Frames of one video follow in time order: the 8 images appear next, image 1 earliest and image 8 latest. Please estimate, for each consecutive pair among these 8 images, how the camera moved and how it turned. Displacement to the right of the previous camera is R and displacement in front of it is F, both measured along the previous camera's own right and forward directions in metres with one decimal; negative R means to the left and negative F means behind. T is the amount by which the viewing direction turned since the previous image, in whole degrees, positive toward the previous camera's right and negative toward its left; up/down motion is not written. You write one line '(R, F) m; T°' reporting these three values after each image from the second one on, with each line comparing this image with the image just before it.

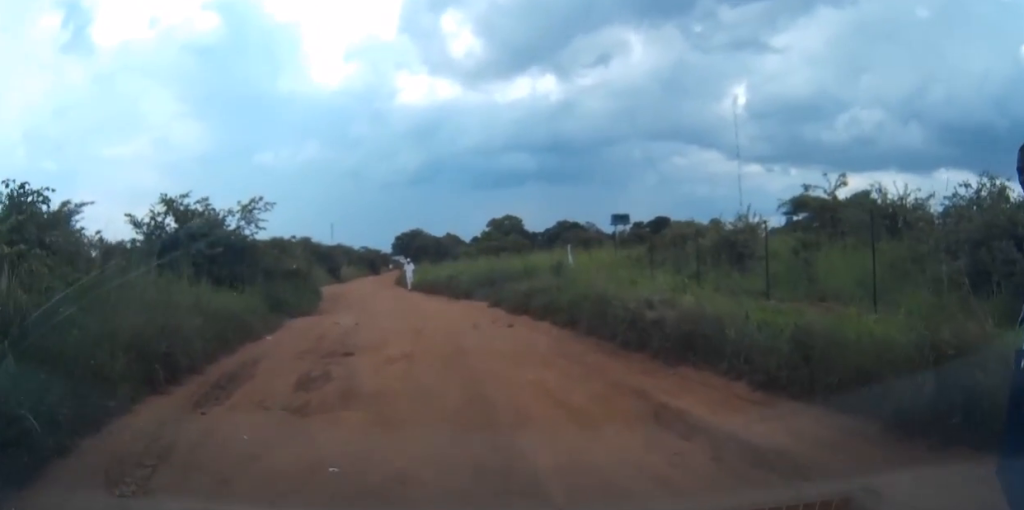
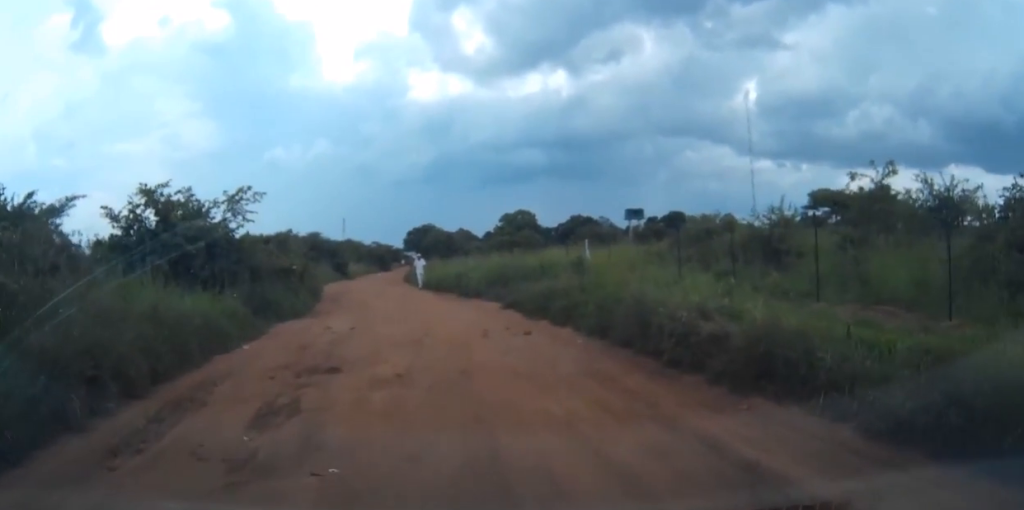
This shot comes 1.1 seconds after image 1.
(0.0, +2.2) m; -1°
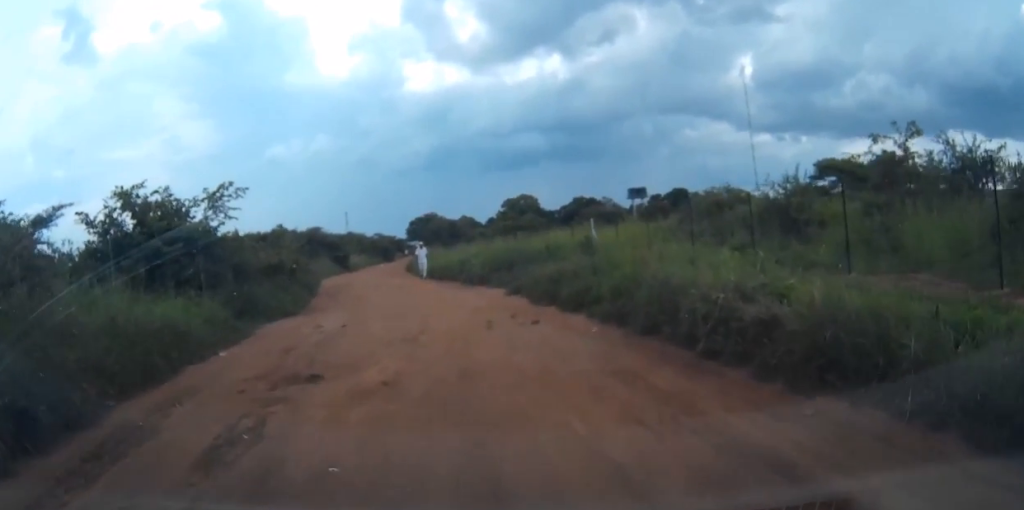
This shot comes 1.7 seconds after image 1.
(0.0, +1.5) m; -1°
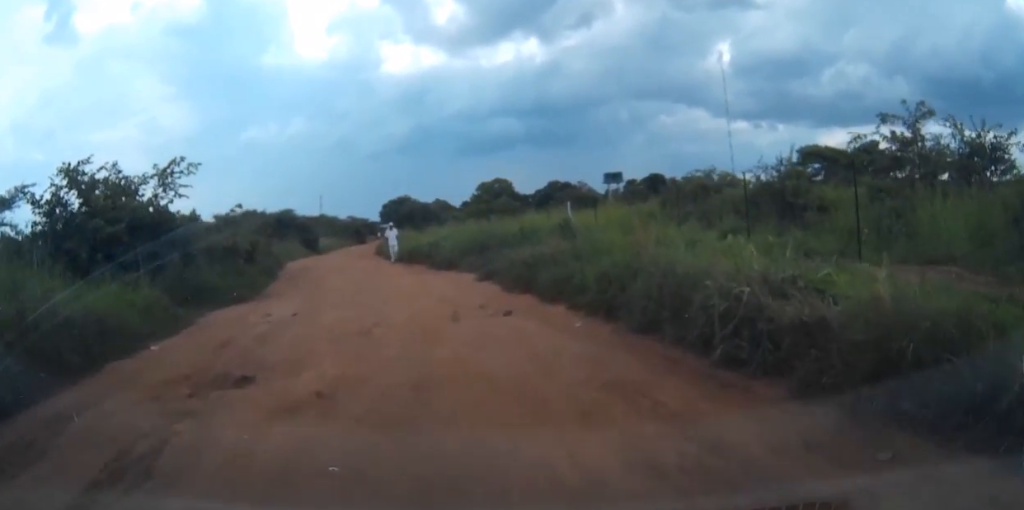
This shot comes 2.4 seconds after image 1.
(0.0, +1.6) m; +1°
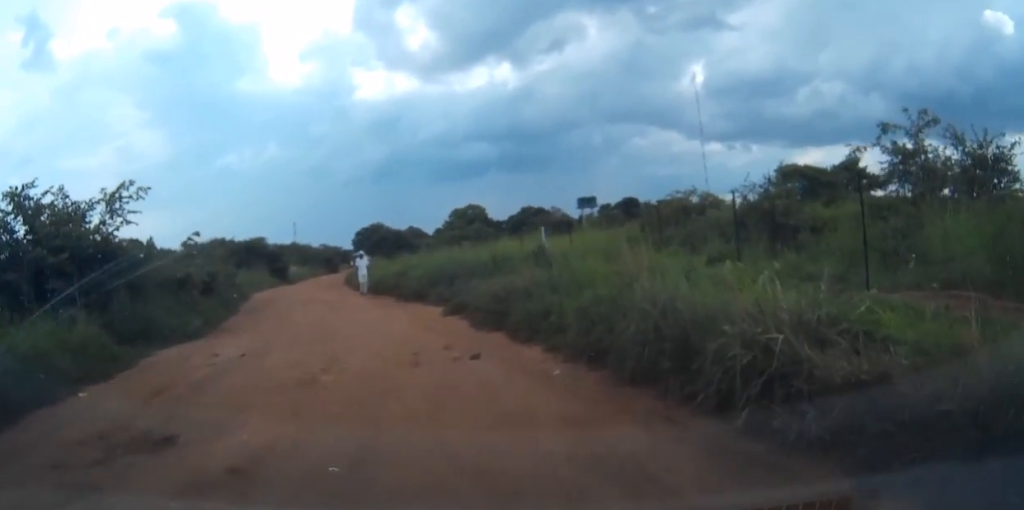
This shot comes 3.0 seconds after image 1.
(0.0, +1.3) m; +1°
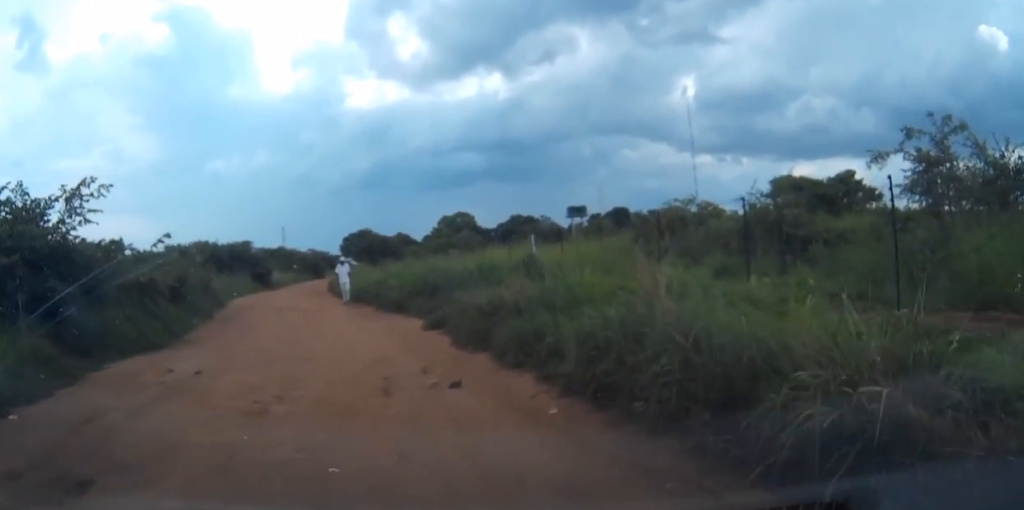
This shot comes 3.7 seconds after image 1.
(0.0, +1.4) m; +1°
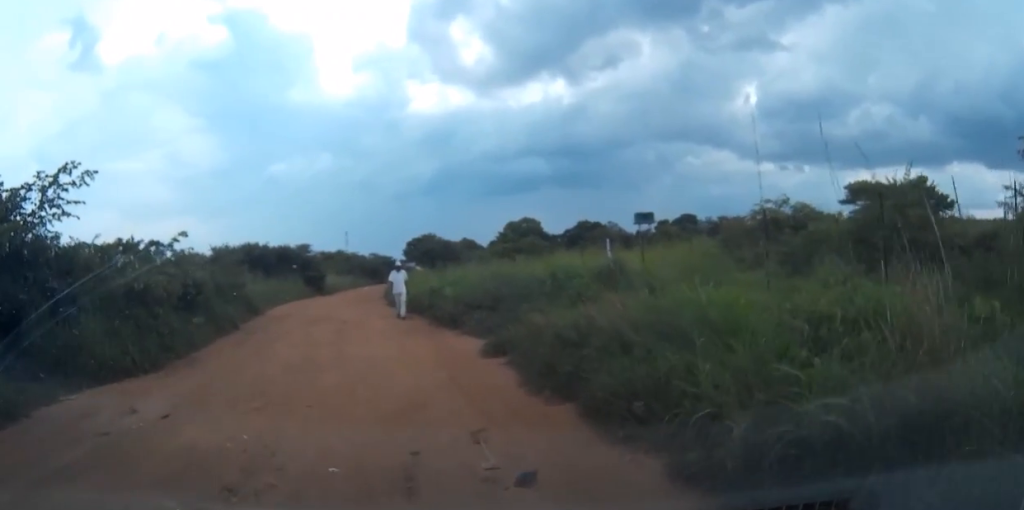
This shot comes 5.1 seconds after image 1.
(-0.1, +3.2) m; -5°
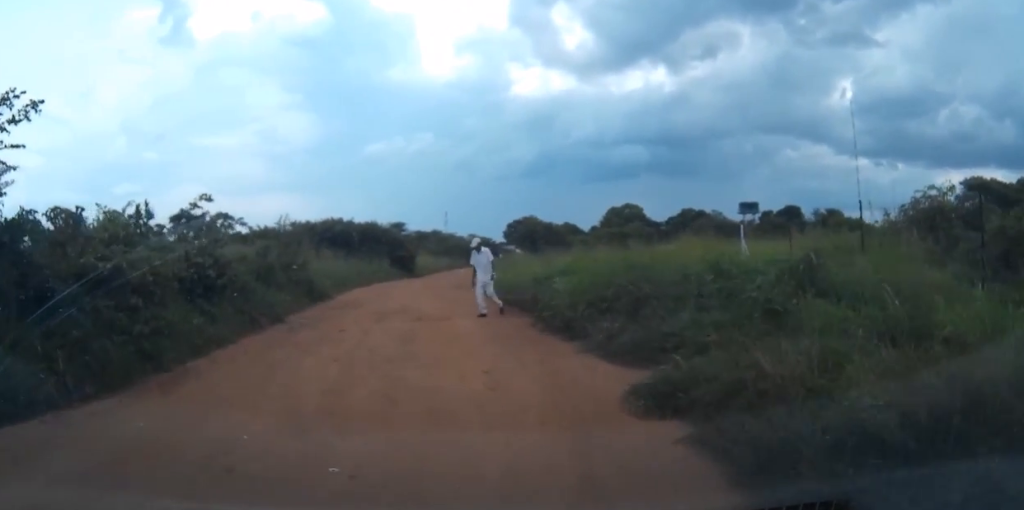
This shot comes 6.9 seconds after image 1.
(-0.3, +4.3) m; -8°
